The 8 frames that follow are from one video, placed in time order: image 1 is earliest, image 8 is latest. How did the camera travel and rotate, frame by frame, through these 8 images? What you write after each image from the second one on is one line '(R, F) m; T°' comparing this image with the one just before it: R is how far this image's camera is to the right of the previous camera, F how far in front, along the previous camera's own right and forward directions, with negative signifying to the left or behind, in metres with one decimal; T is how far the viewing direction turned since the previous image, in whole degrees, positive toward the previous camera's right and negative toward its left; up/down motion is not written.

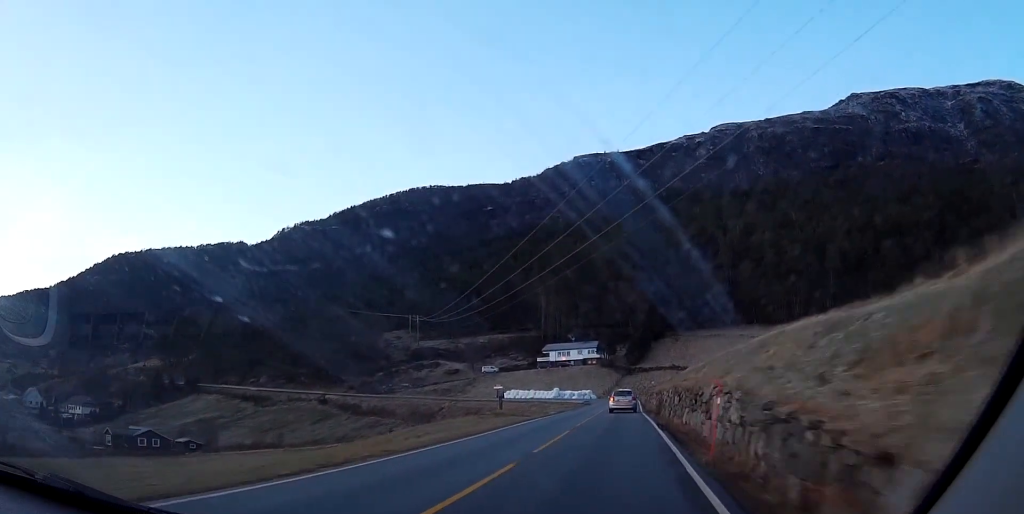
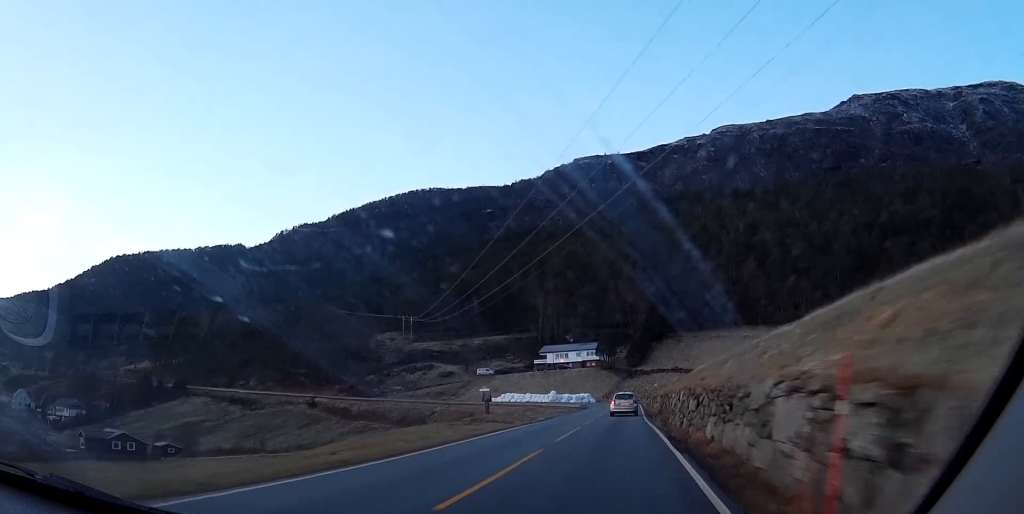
(0.0, +7.7) m; 0°
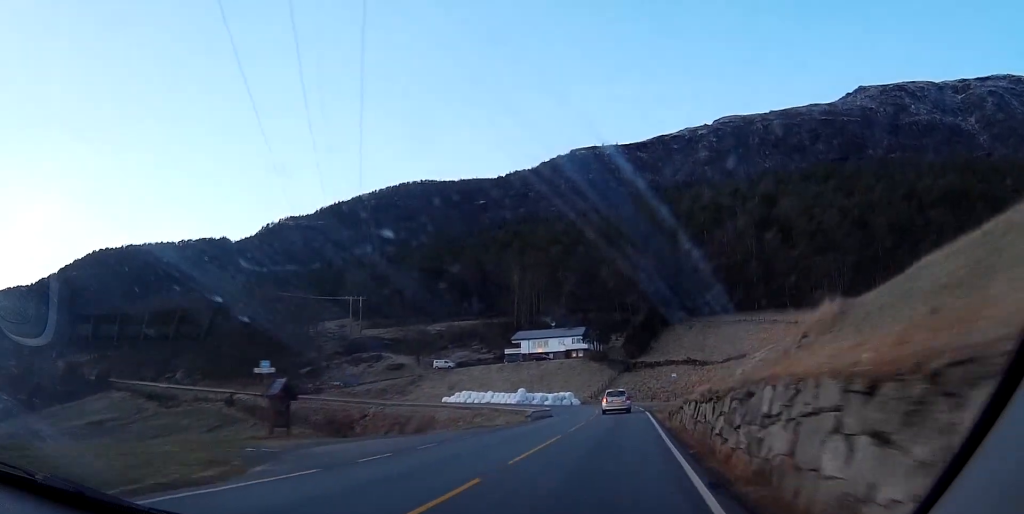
(+0.1, +41.6) m; 0°
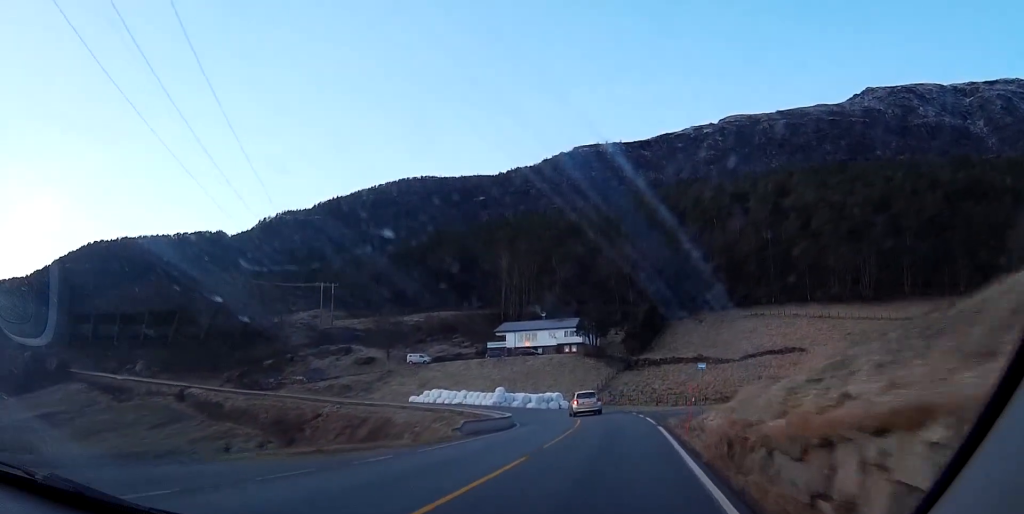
(0.0, +19.4) m; 0°
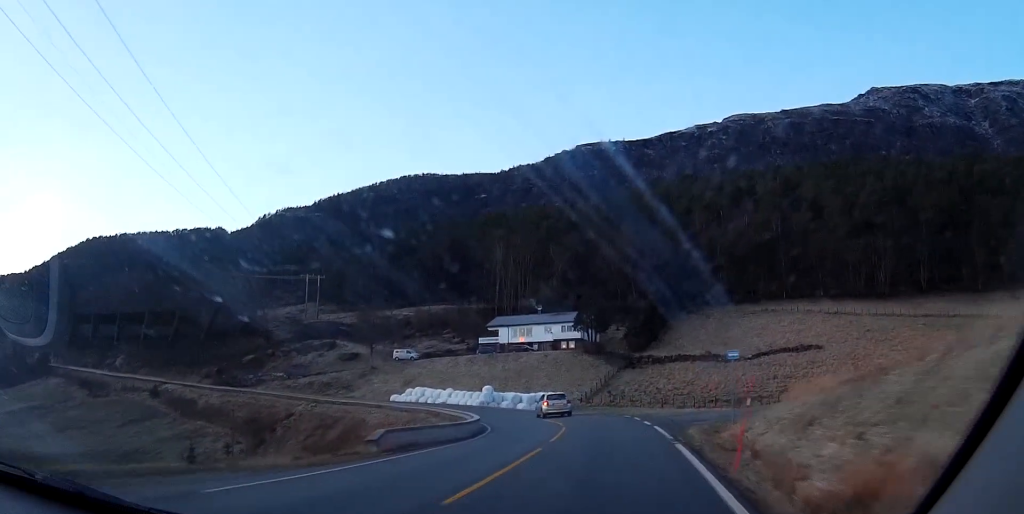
(0.0, +9.3) m; -1°
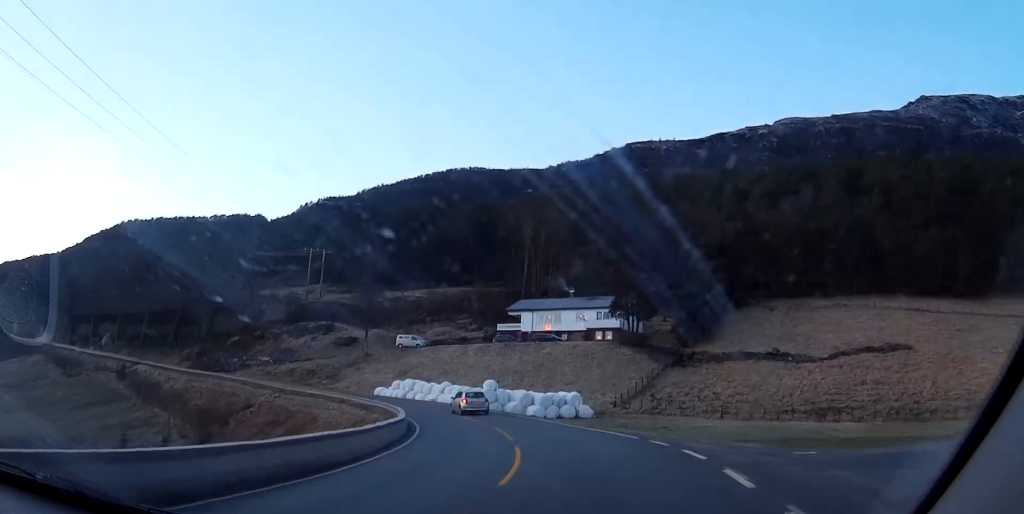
(-0.6, +22.0) m; -6°
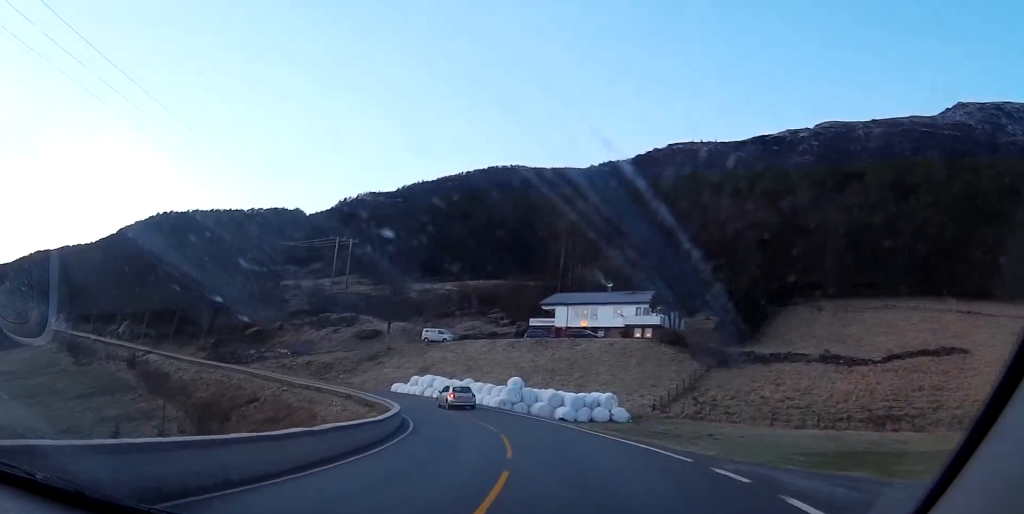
(-0.3, +6.8) m; -5°
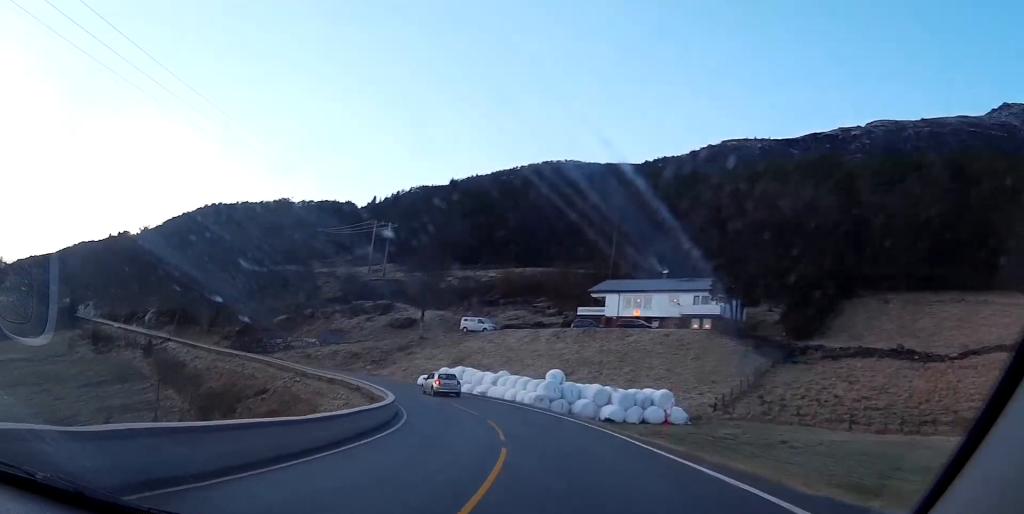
(-0.2, +8.7) m; -5°
